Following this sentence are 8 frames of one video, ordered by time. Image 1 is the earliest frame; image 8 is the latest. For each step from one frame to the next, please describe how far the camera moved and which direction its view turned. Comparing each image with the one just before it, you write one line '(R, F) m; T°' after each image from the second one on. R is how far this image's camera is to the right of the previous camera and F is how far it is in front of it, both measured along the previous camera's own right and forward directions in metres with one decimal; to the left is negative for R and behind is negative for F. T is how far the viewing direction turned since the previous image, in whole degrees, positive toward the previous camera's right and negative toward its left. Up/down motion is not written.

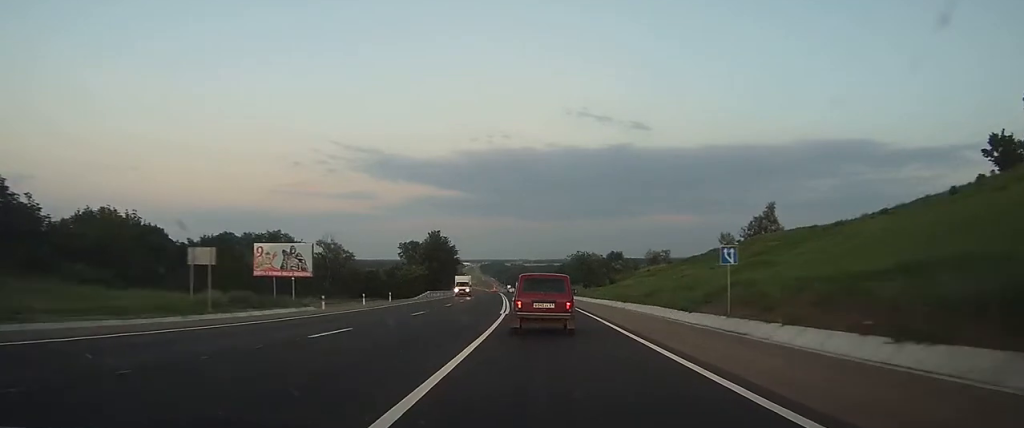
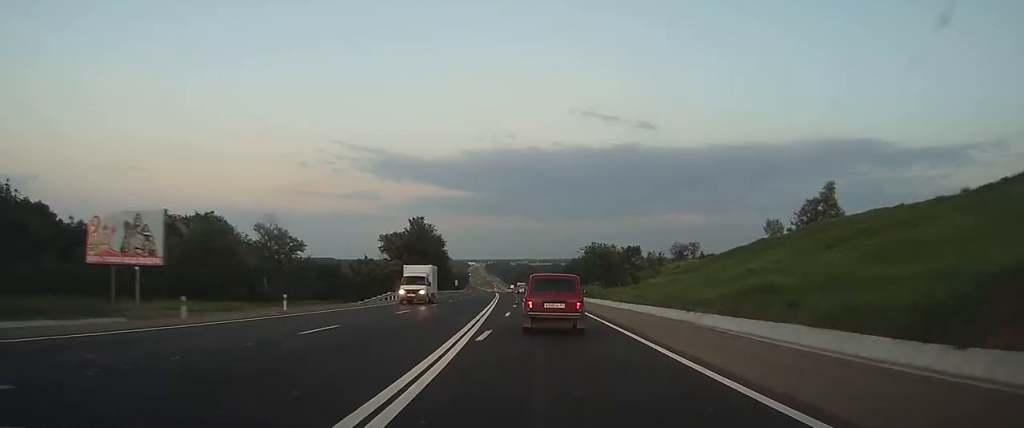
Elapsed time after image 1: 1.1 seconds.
(0.0, +23.8) m; -1°
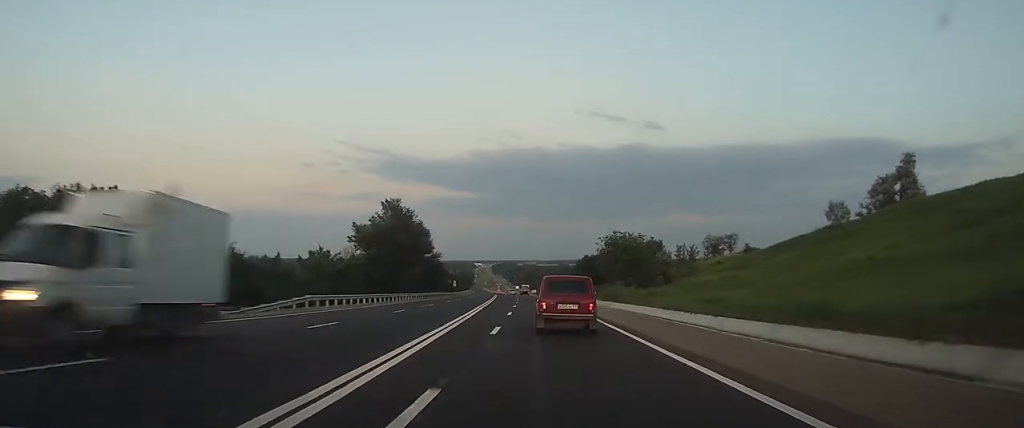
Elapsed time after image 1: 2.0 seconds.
(-0.2, +21.8) m; -1°
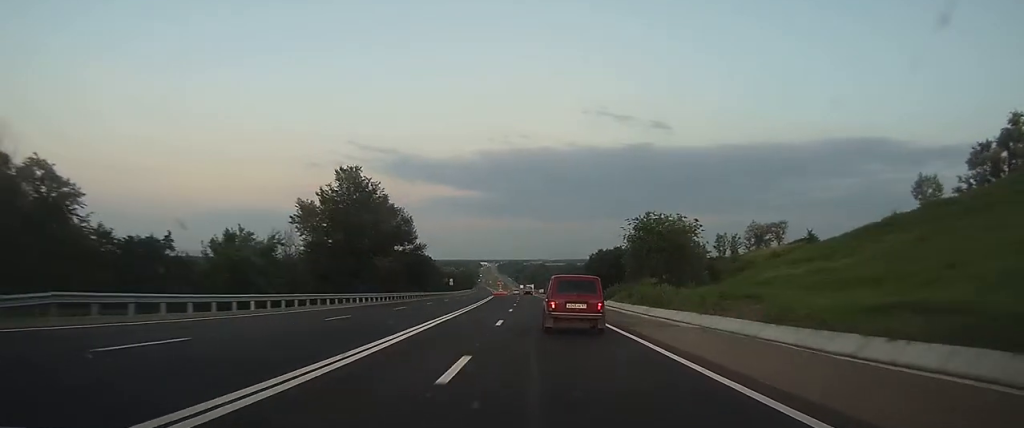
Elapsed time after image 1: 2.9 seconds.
(-0.1, +20.6) m; -1°
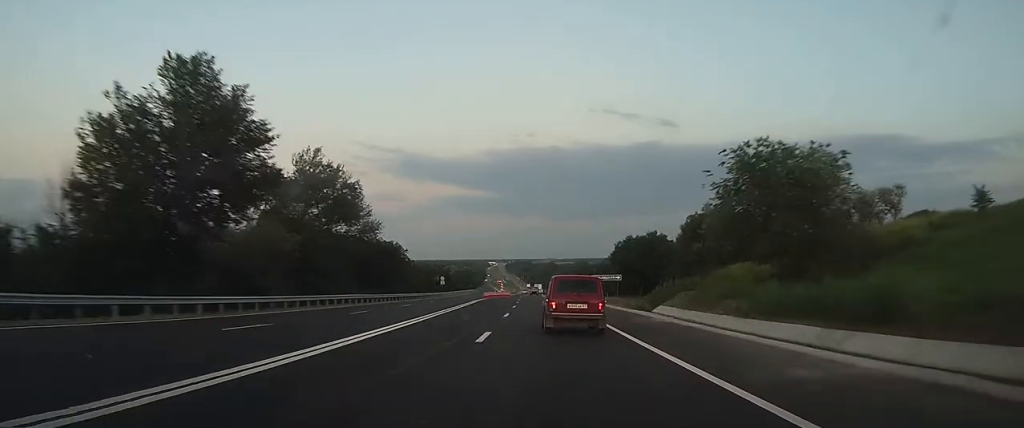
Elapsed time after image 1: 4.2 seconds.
(-0.2, +30.2) m; -1°
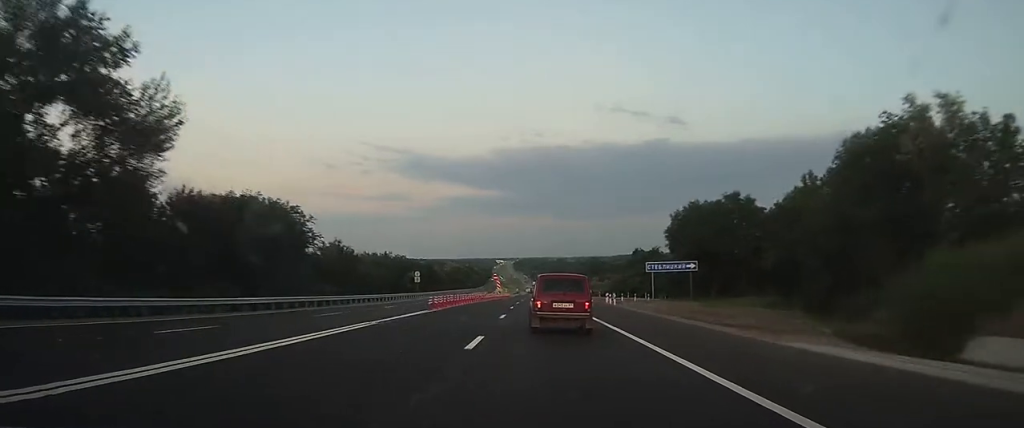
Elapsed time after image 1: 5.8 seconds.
(-0.1, +37.8) m; 0°
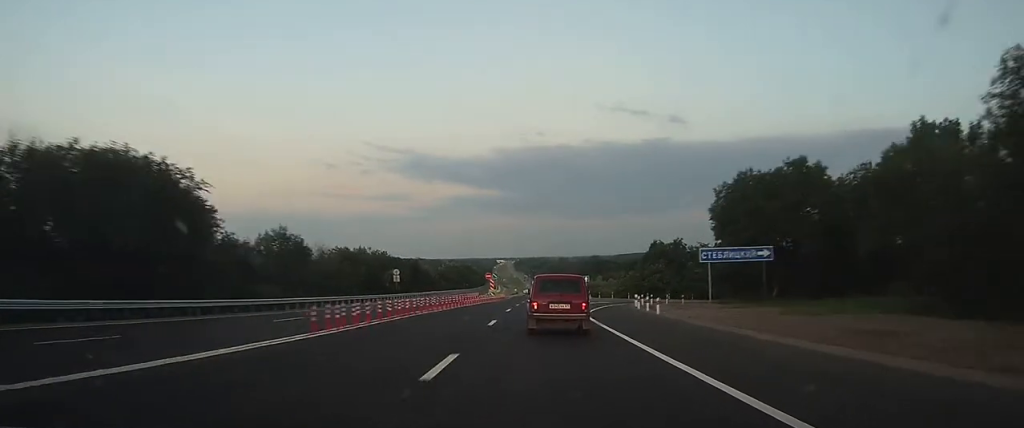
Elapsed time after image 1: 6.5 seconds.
(0.0, +16.0) m; 0°
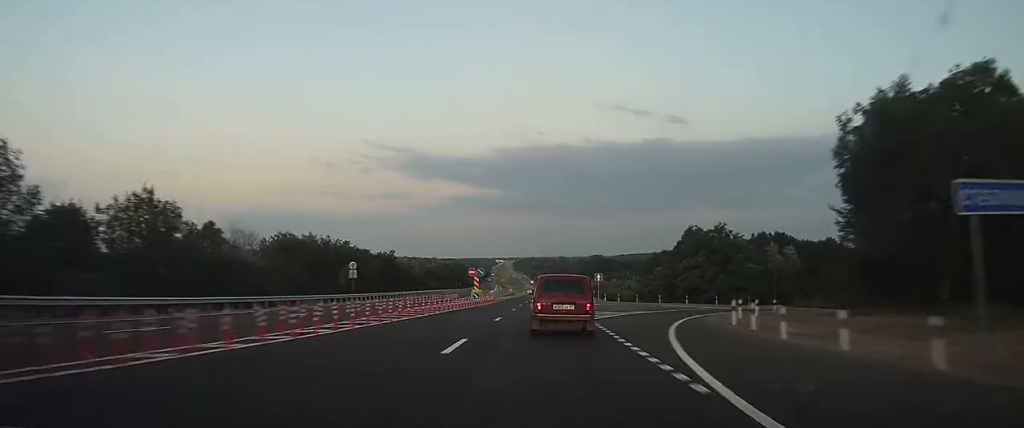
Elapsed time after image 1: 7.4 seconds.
(0.0, +20.9) m; 0°
